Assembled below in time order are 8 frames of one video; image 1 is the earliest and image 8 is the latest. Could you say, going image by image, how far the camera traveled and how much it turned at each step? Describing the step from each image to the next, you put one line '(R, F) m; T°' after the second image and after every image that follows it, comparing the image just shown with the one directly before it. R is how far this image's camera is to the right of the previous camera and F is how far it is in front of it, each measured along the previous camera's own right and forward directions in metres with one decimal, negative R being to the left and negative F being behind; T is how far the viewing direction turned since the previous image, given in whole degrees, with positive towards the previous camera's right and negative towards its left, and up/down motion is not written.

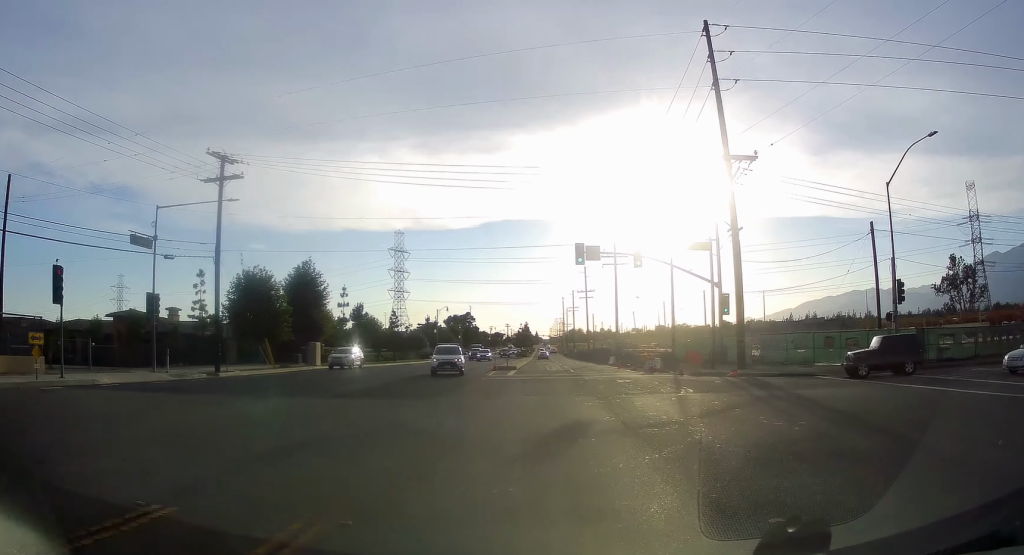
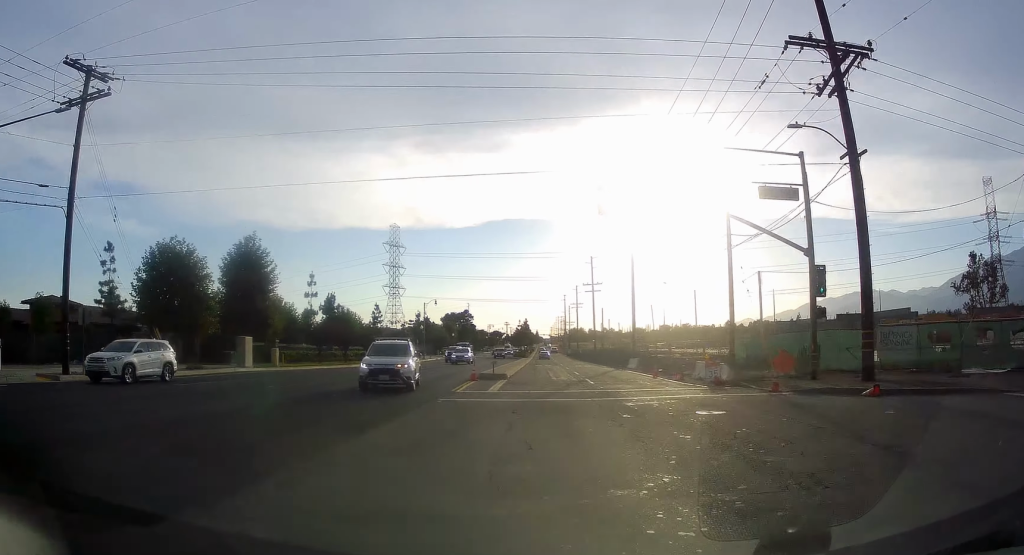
(+0.2, +14.5) m; +1°
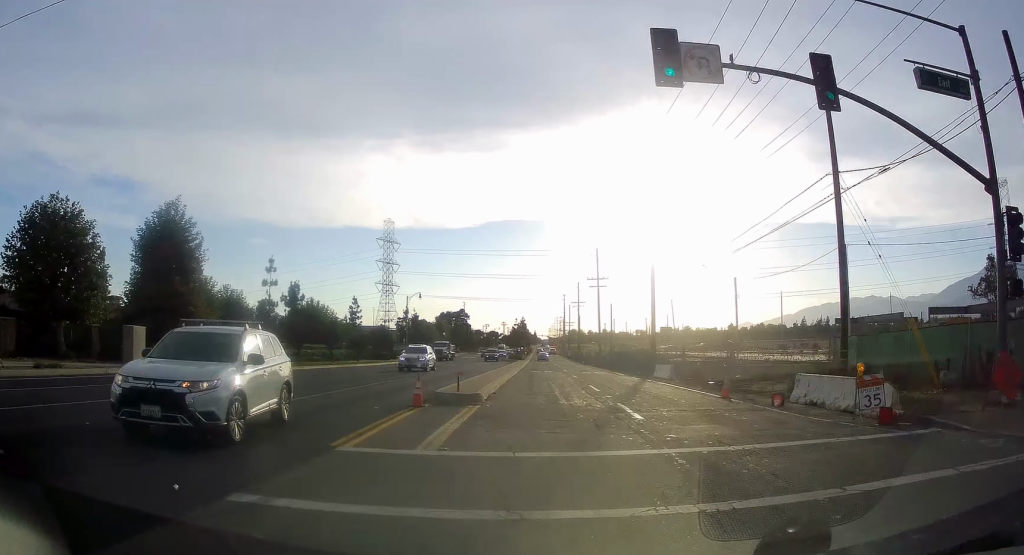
(0.0, +13.0) m; 0°
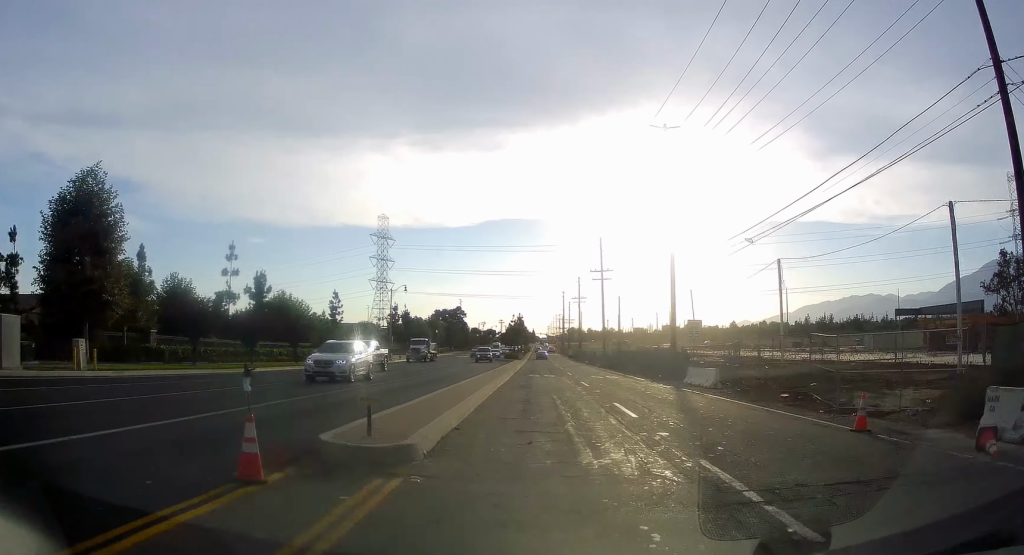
(0.0, +9.3) m; 0°
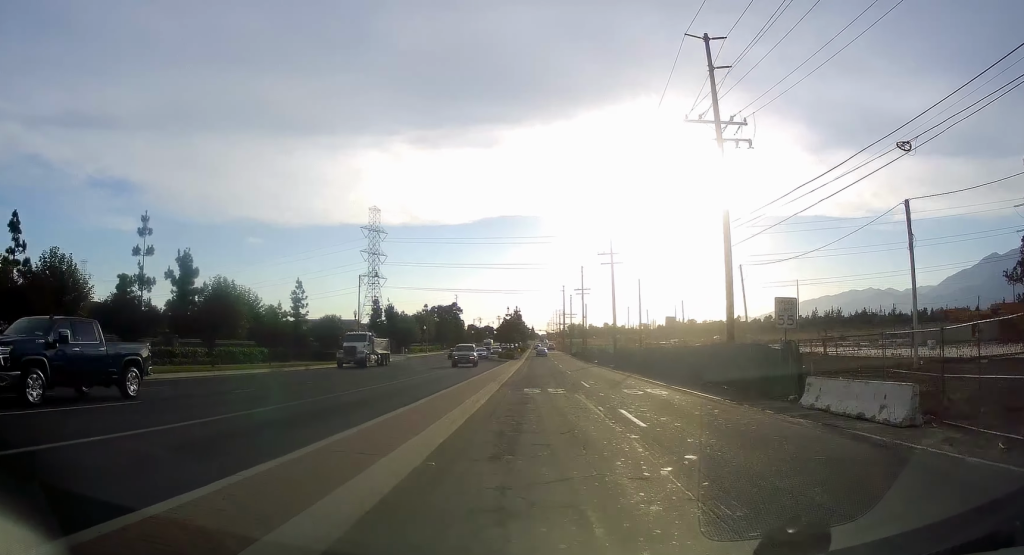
(0.0, +15.1) m; 0°
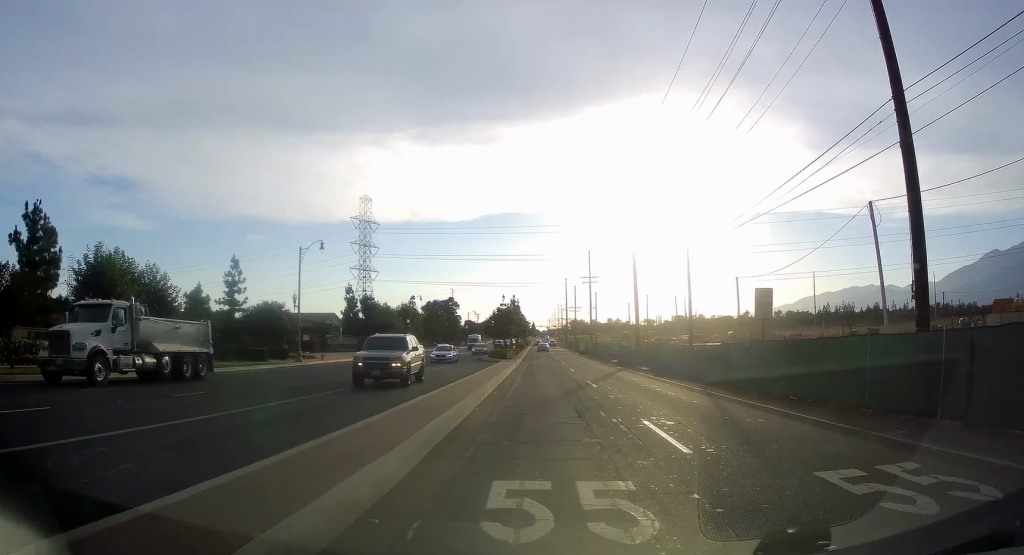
(0.0, +18.4) m; 0°
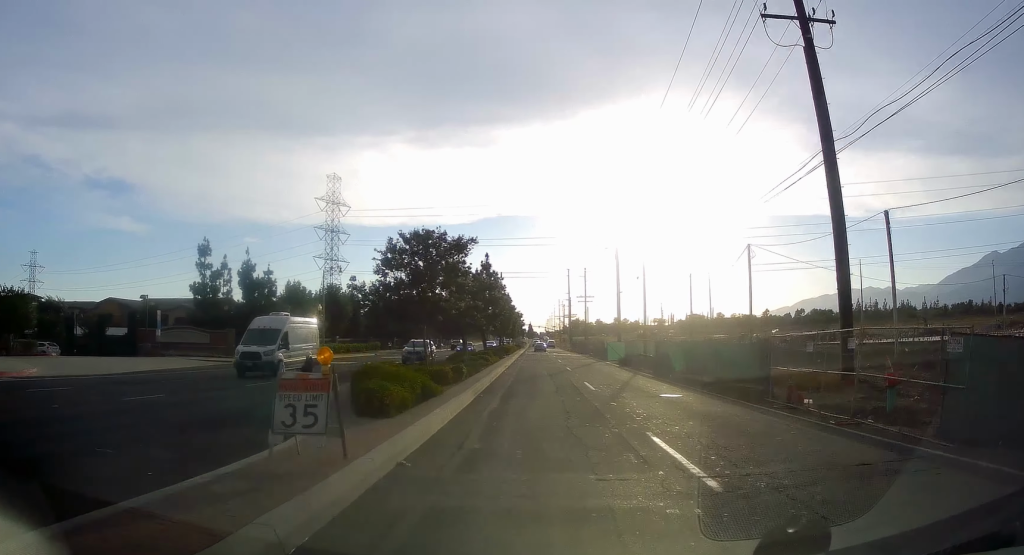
(0.0, +47.1) m; 0°
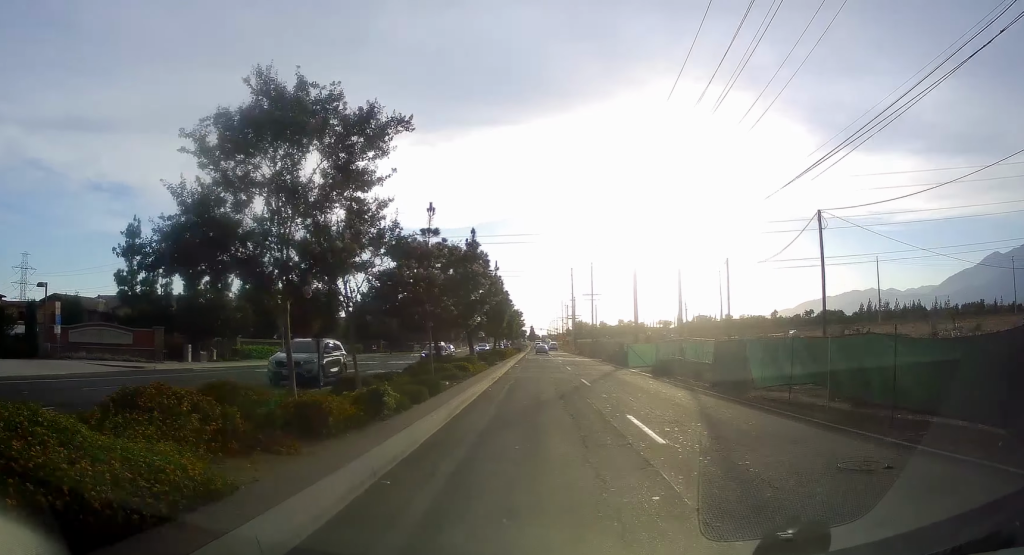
(0.0, +12.5) m; 0°
